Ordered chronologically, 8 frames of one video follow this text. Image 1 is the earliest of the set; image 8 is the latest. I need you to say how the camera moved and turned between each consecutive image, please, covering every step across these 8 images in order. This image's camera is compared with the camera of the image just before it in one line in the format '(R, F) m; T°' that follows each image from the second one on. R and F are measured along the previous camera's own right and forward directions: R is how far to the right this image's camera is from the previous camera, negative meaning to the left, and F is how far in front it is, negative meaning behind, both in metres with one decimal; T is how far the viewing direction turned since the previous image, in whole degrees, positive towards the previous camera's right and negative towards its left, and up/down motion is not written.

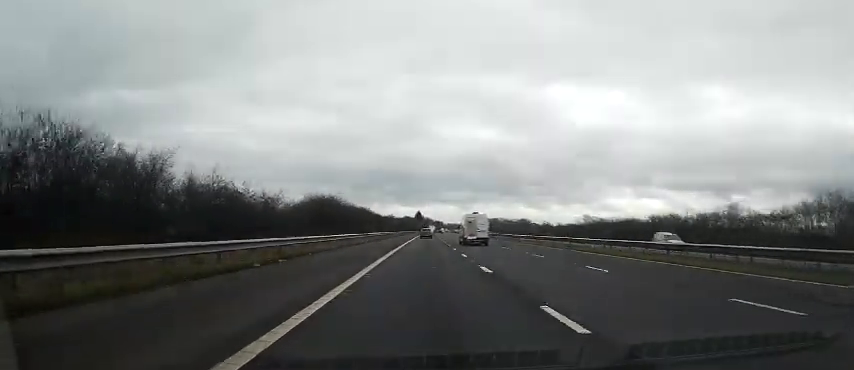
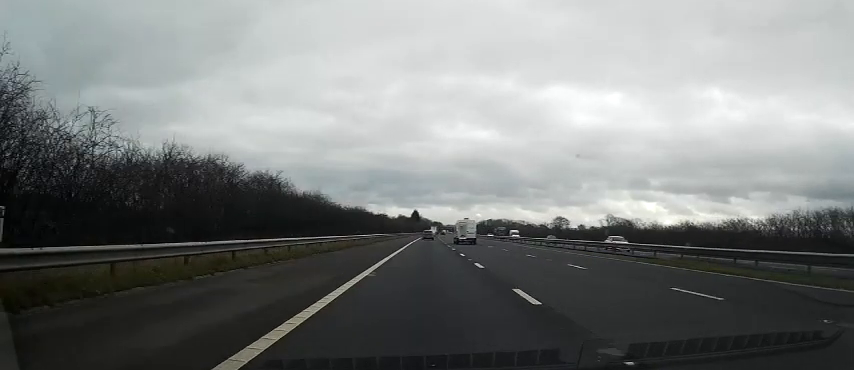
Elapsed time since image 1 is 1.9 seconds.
(+0.6, +52.8) m; +1°
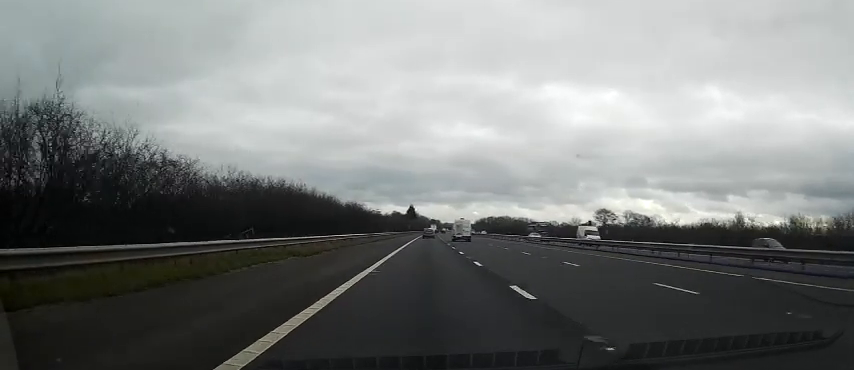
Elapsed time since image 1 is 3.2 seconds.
(-0.1, +34.5) m; 0°
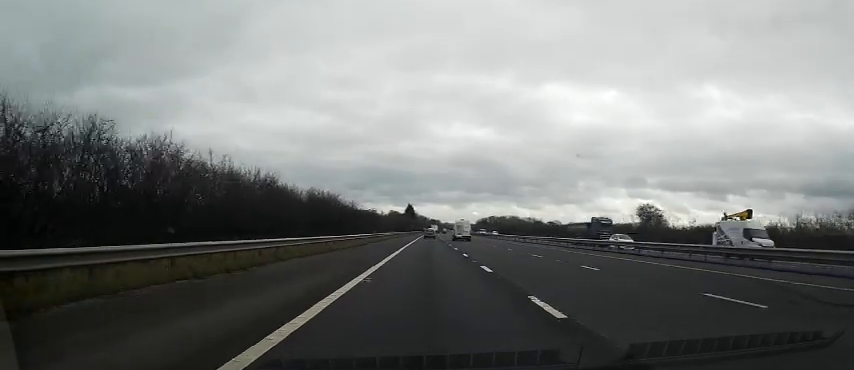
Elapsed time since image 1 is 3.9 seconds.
(+0.2, +20.8) m; 0°
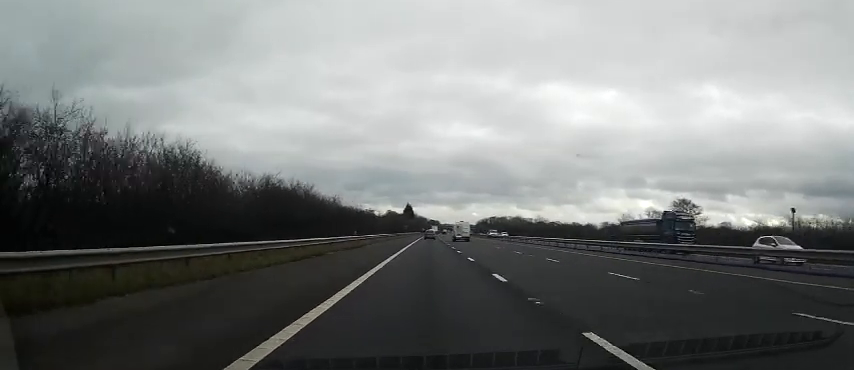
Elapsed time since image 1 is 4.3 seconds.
(0.0, +11.7) m; 0°
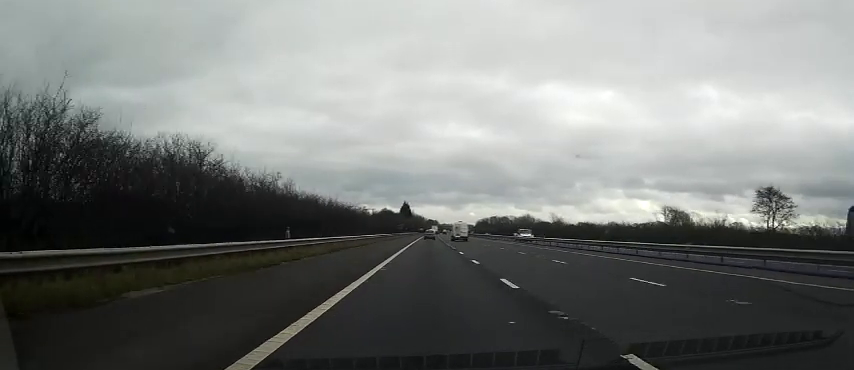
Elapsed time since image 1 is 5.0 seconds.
(0.0, +19.8) m; 0°
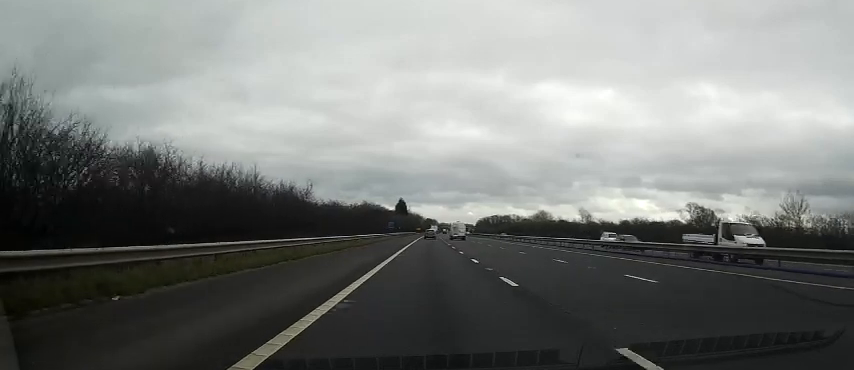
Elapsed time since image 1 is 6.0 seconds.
(0.0, +25.7) m; 0°
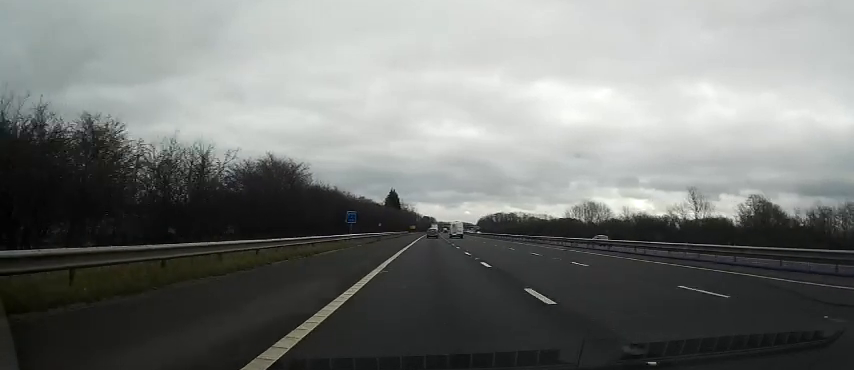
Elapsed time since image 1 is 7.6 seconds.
(0.0, +47.6) m; 0°
